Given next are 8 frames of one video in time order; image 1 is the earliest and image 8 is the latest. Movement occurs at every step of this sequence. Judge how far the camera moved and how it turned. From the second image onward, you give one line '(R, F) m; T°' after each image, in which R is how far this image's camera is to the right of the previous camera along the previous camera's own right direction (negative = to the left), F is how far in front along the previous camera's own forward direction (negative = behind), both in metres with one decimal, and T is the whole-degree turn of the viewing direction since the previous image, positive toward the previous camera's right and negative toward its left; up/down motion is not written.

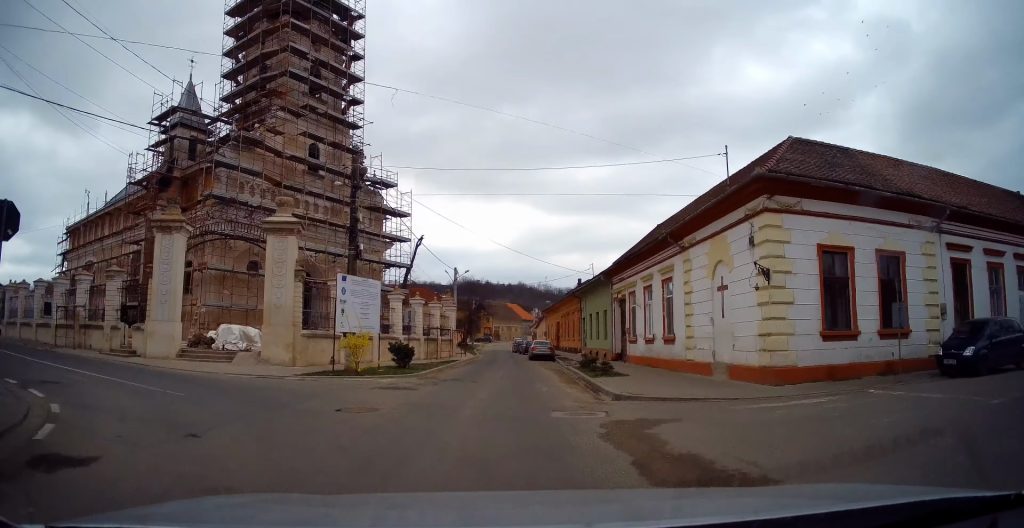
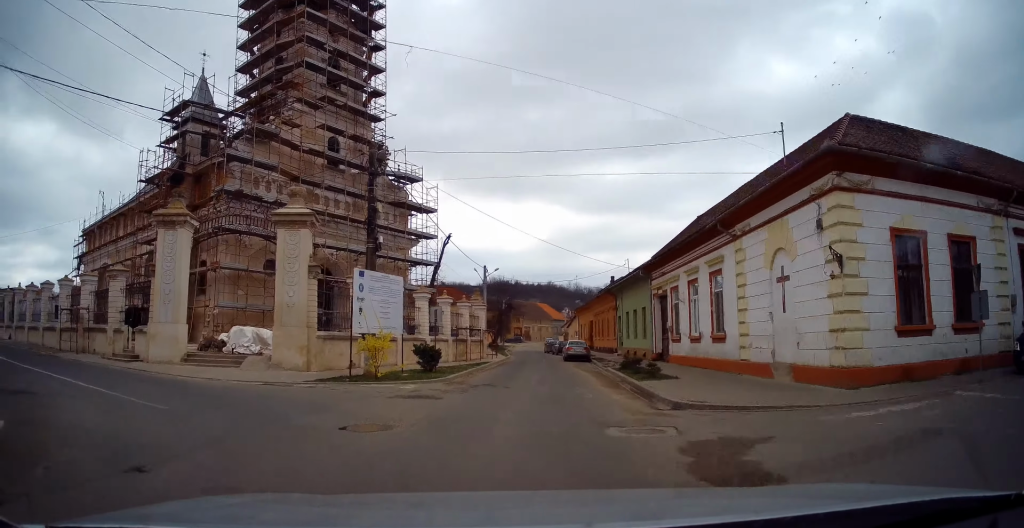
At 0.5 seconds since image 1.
(-0.2, +2.3) m; -4°
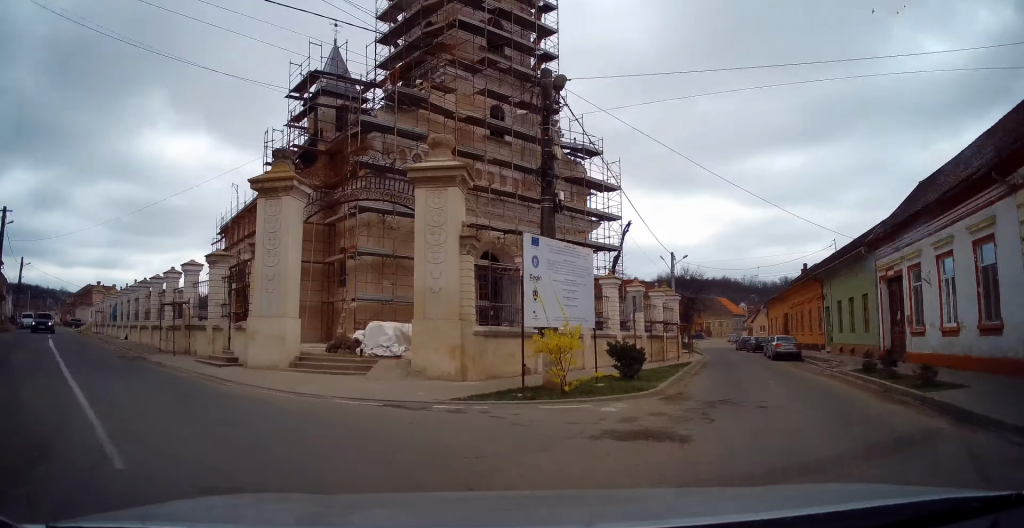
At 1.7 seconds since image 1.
(-0.4, +6.1) m; -16°
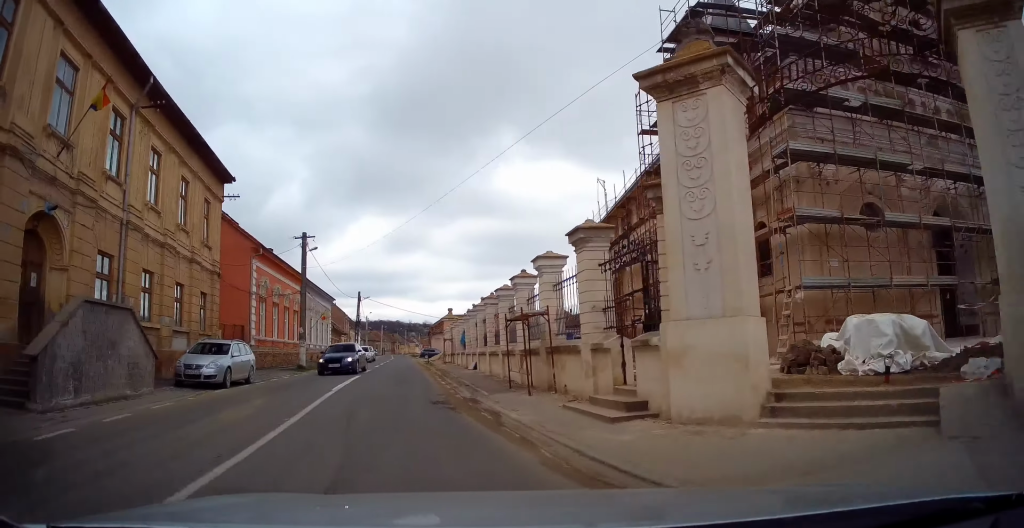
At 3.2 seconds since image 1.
(-2.9, +7.1) m; -35°
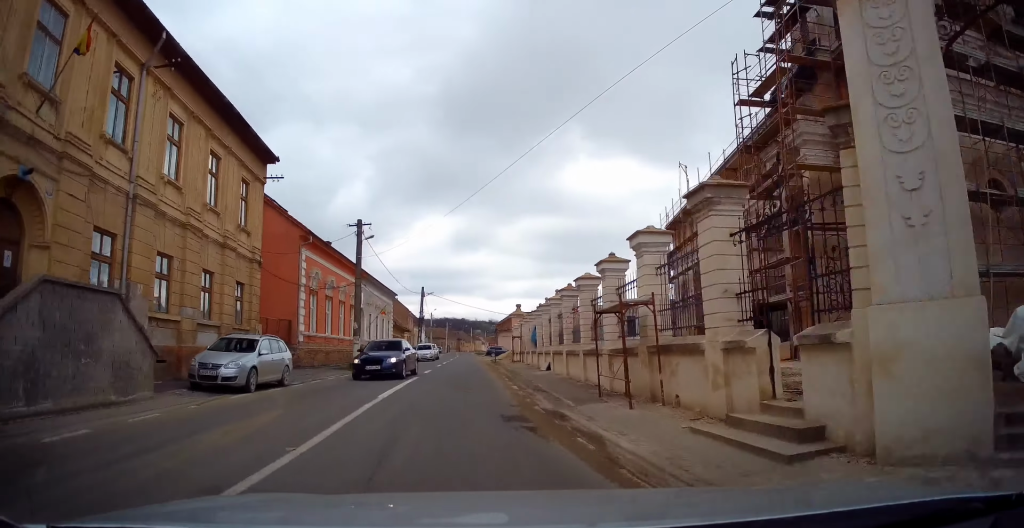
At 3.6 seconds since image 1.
(-0.4, +2.6) m; -6°
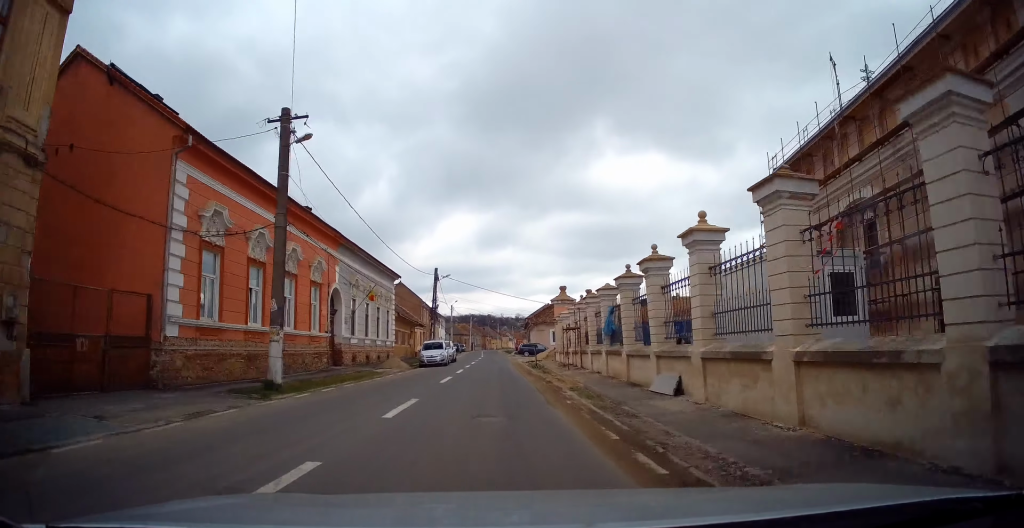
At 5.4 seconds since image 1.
(-0.8, +13.4) m; -3°
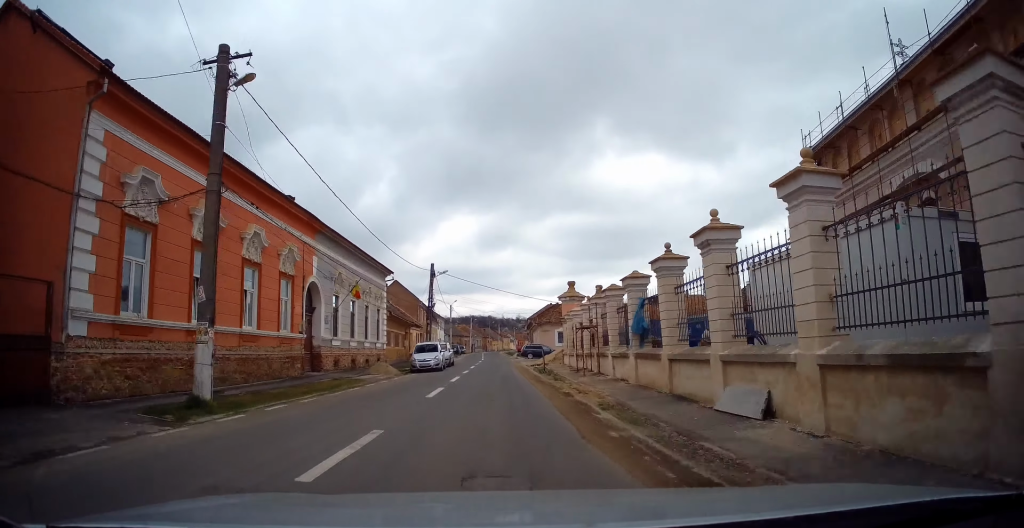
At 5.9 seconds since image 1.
(0.0, +3.9) m; 0°
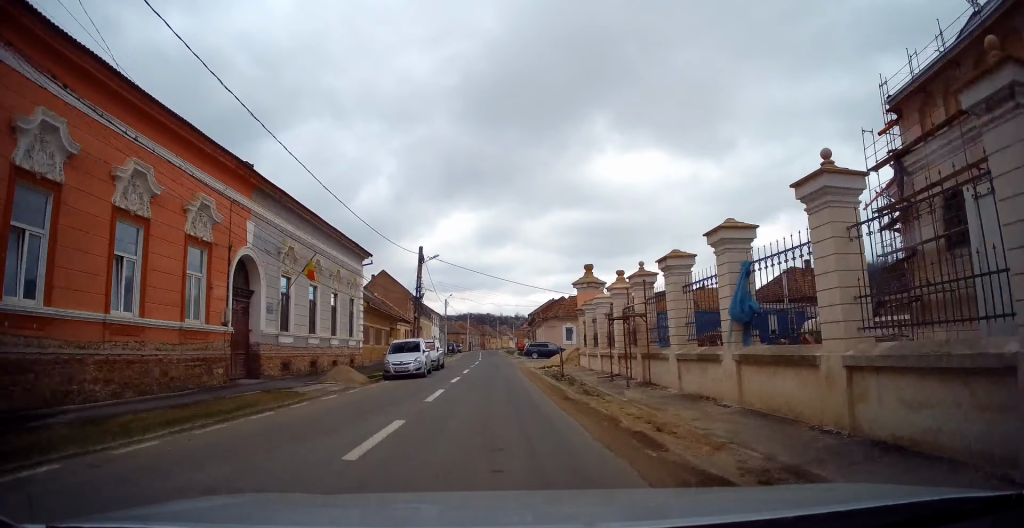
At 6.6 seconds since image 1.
(+0.4, +6.9) m; +1°
